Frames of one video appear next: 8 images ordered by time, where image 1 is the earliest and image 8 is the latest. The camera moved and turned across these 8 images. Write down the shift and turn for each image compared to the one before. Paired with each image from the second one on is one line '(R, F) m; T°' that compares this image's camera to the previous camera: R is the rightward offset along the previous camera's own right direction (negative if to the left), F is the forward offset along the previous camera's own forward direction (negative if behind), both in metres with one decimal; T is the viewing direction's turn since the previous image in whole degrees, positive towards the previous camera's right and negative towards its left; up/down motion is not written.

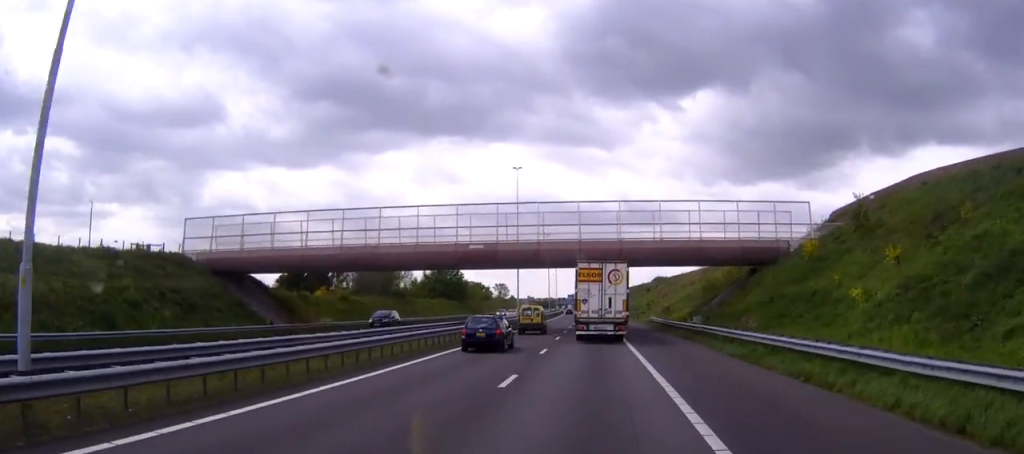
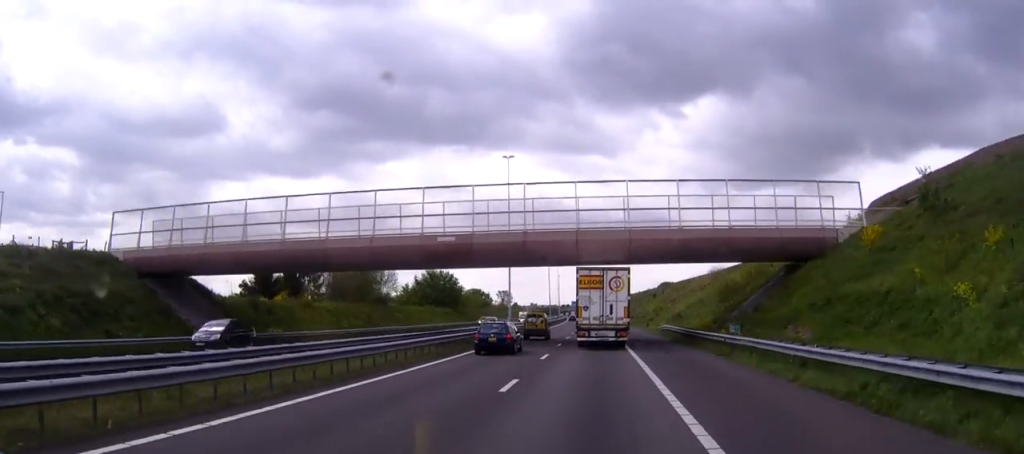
(0.0, +11.5) m; 0°
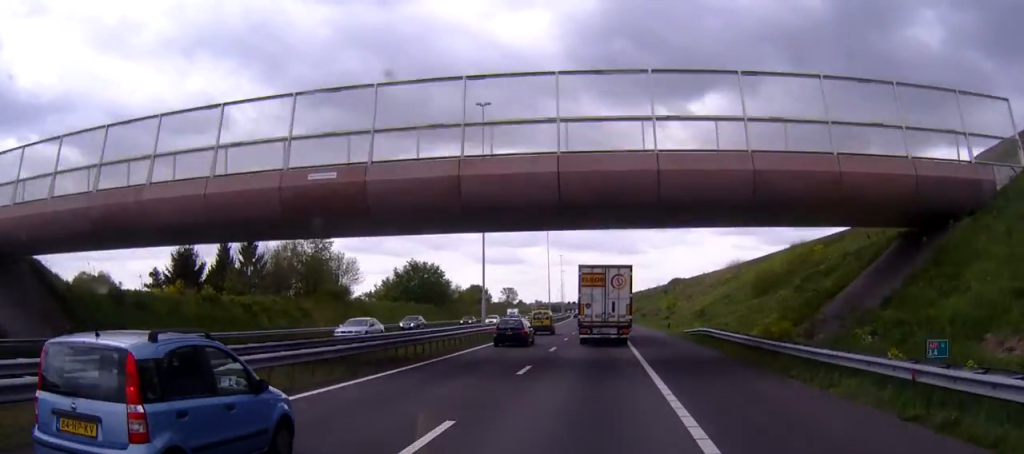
(0.0, +20.1) m; 0°
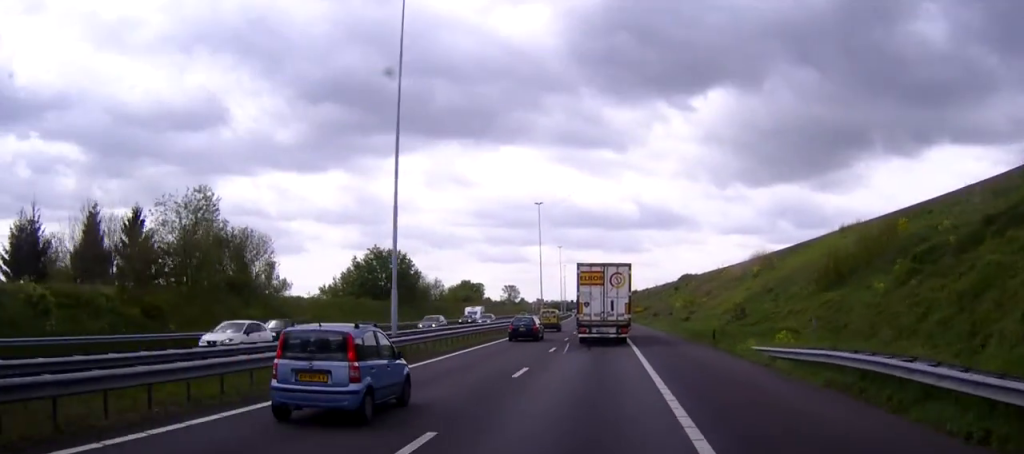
(-0.1, +24.8) m; 0°
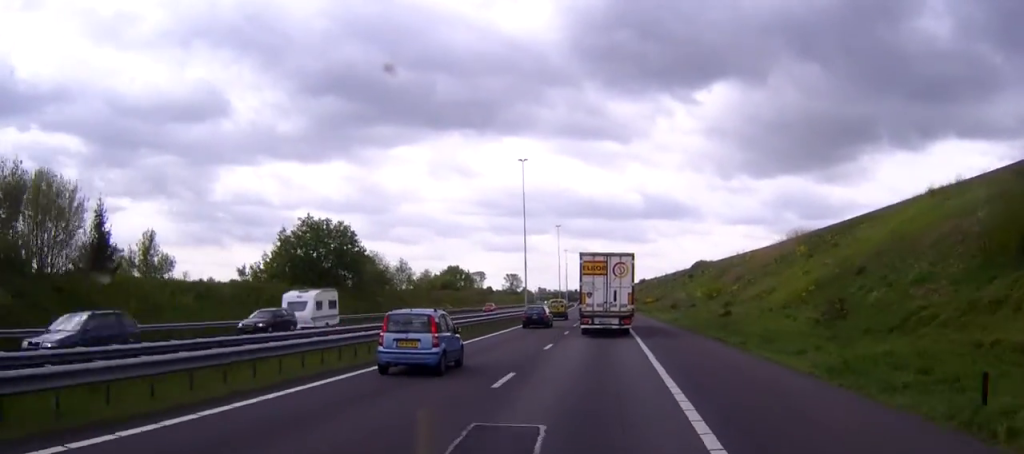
(-0.1, +28.0) m; -1°
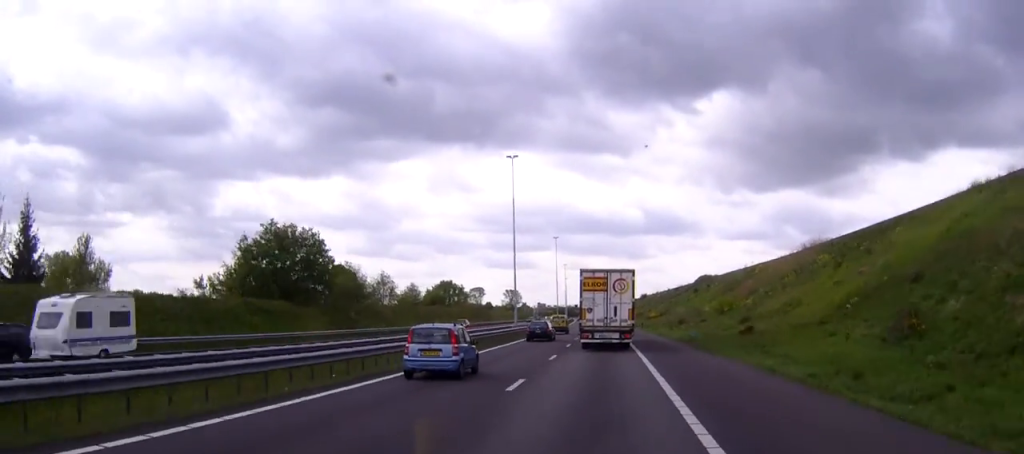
(0.0, +10.1) m; 0°
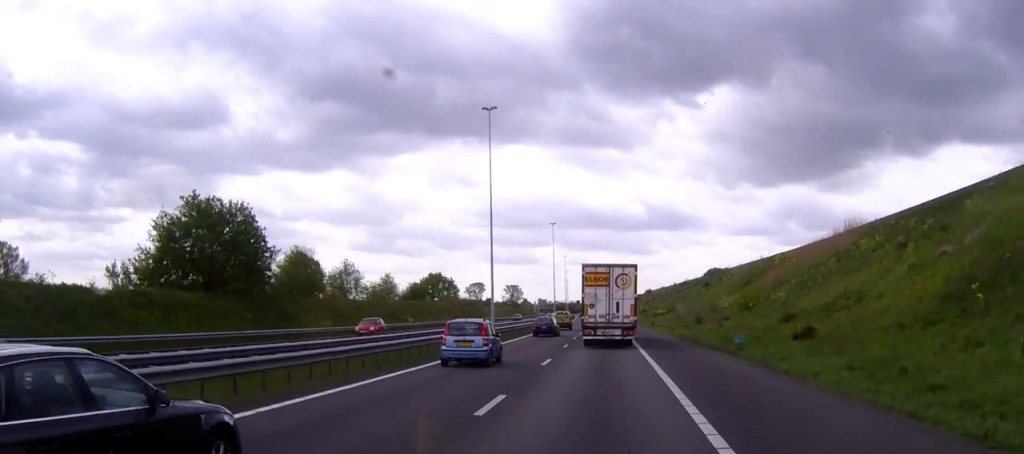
(-0.1, +16.4) m; -1°
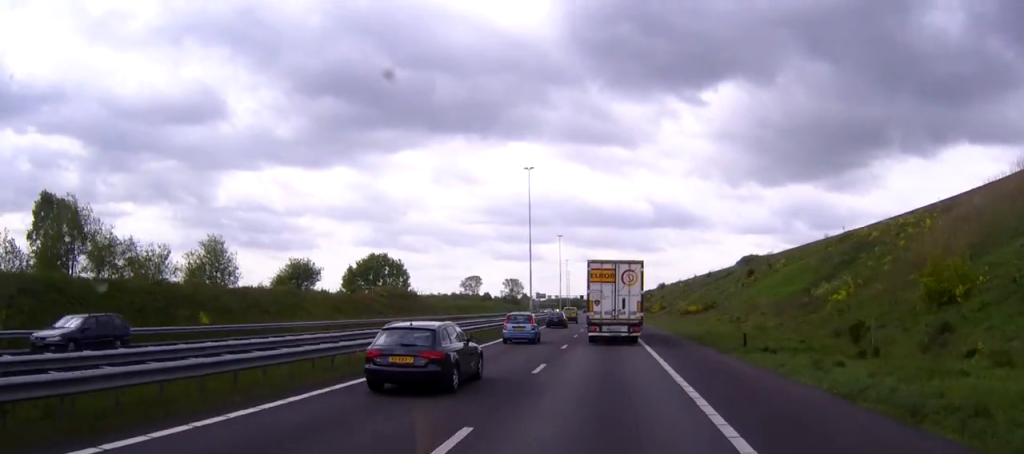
(-0.1, +52.9) m; +1°
